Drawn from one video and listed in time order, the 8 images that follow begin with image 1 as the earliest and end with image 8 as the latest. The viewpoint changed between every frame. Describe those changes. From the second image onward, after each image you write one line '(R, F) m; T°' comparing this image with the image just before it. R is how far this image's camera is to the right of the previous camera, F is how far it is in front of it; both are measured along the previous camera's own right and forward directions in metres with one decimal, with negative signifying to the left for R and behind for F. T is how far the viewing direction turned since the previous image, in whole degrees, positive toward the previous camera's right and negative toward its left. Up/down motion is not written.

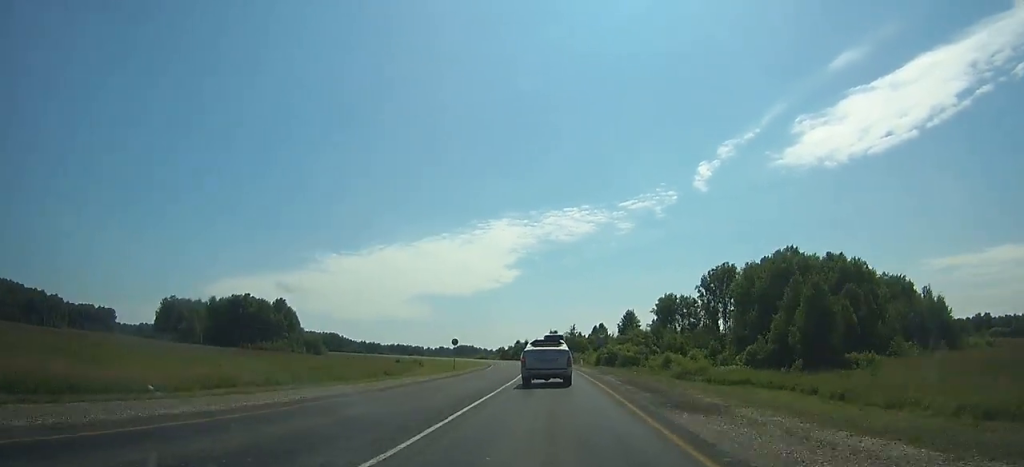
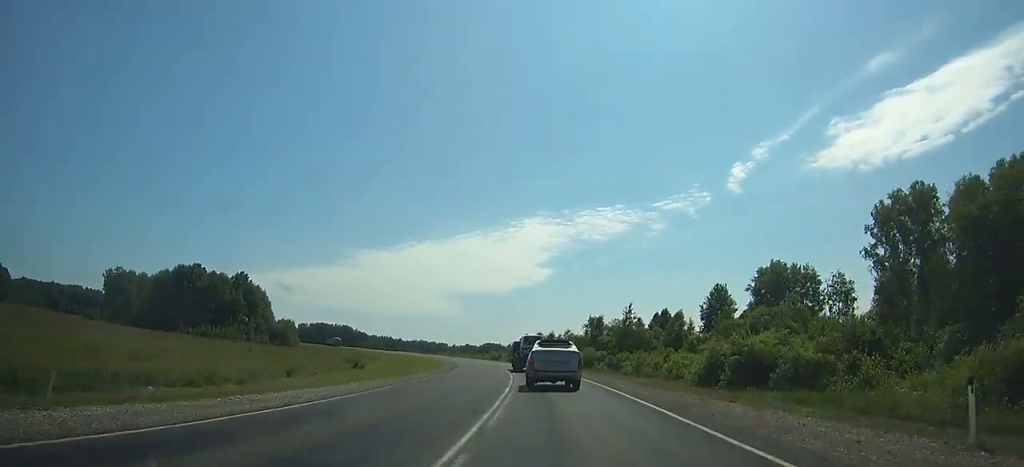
(-1.3, +59.9) m; -4°
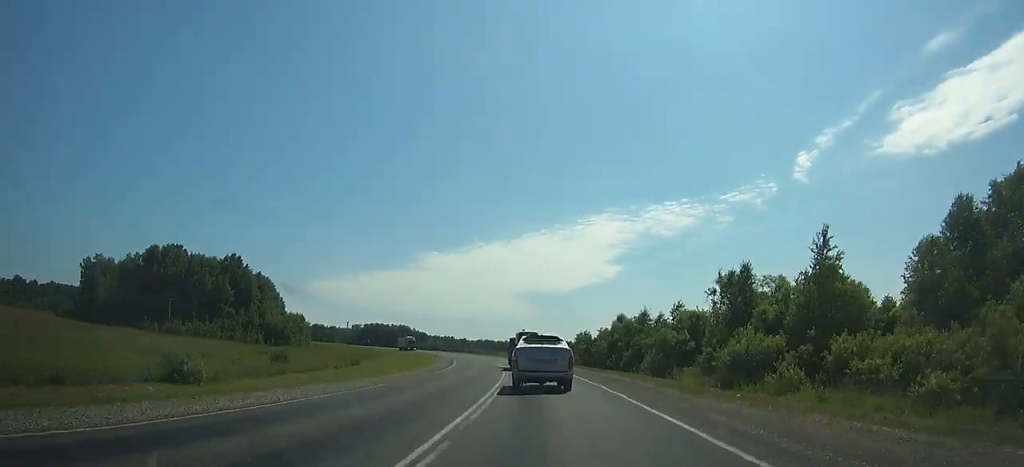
(-1.9, +47.1) m; -6°
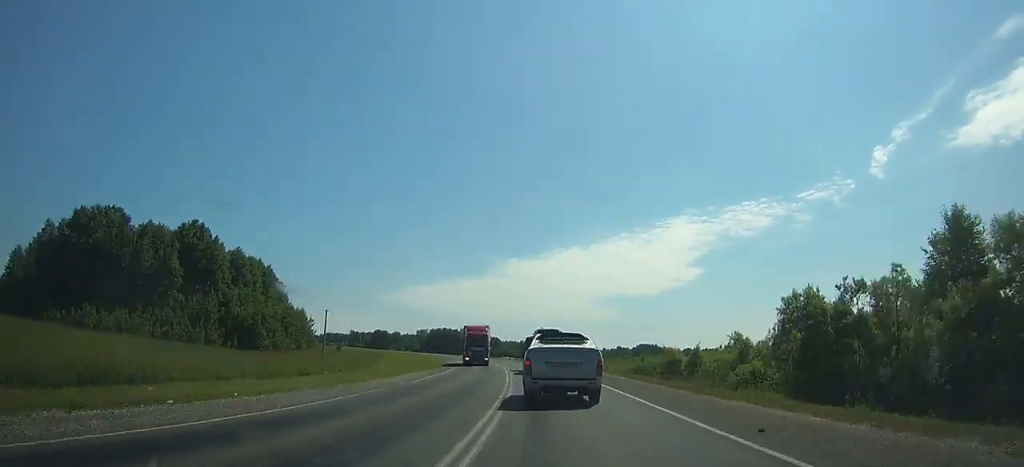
(-3.4, +53.1) m; -8°
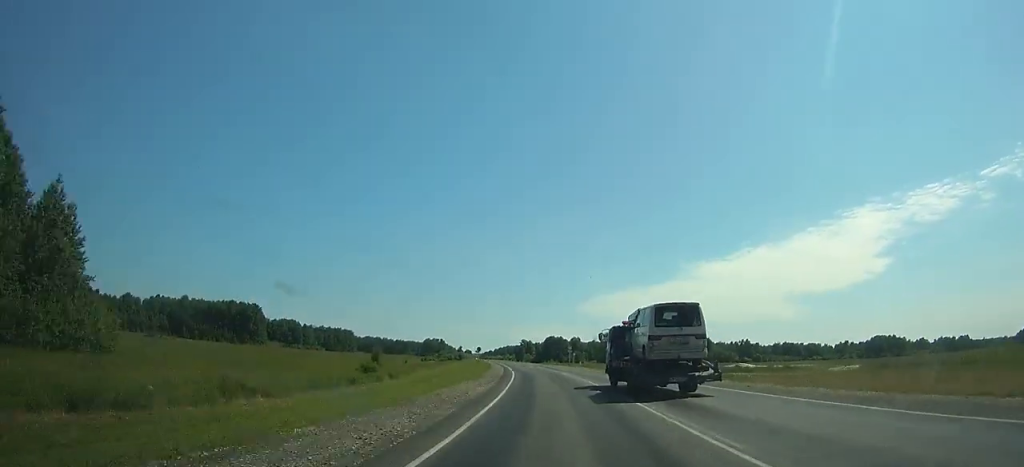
(-22.8, +131.1) m; -18°
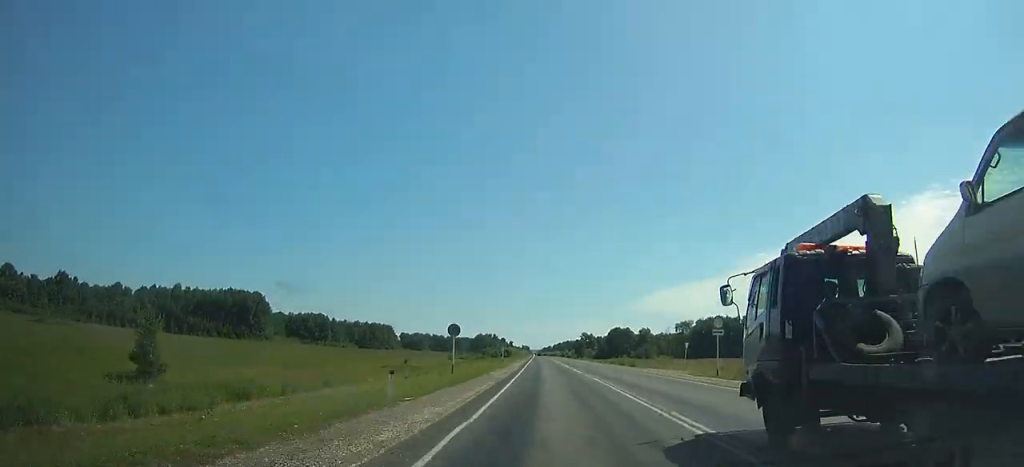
(-2.9, +61.4) m; -4°
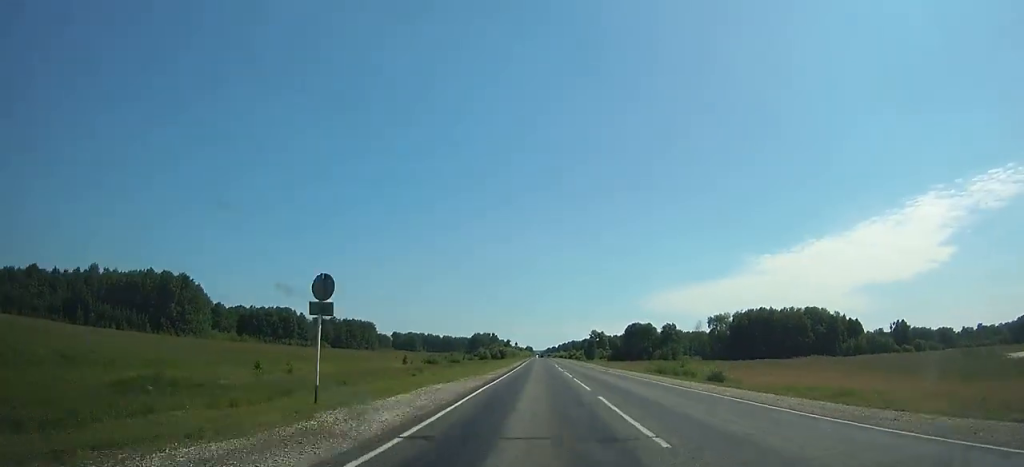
(-1.9, +61.9) m; -2°
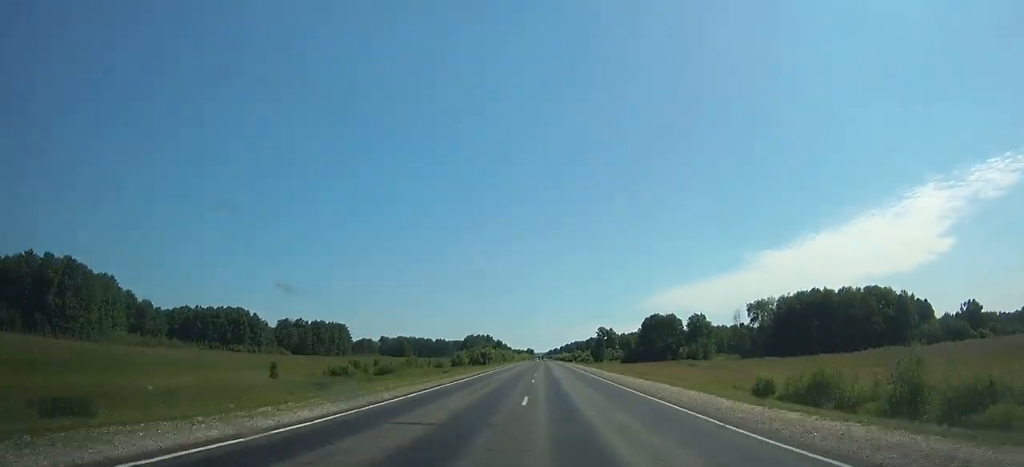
(+0.3, +59.3) m; 0°
